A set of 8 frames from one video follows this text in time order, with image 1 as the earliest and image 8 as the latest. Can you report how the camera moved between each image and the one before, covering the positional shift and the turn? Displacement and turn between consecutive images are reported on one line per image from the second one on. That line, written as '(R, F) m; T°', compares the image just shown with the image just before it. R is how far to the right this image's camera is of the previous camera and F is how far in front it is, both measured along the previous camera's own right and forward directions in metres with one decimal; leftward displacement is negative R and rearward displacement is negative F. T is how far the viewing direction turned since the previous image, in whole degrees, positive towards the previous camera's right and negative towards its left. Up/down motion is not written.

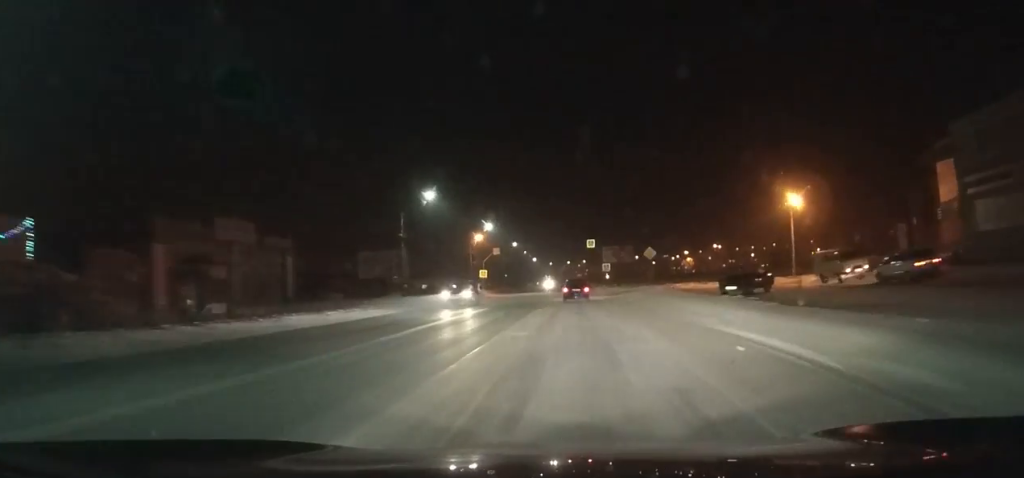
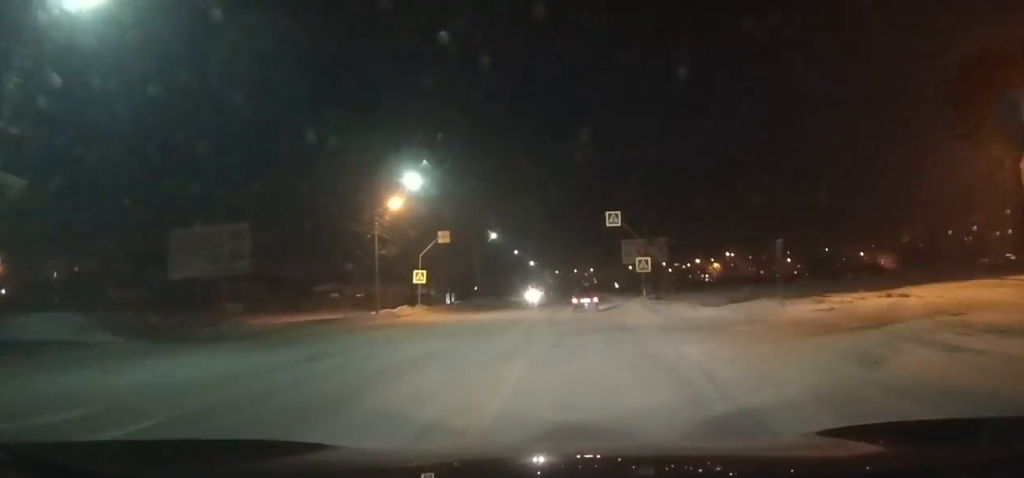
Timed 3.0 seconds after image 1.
(0.0, +34.9) m; 0°
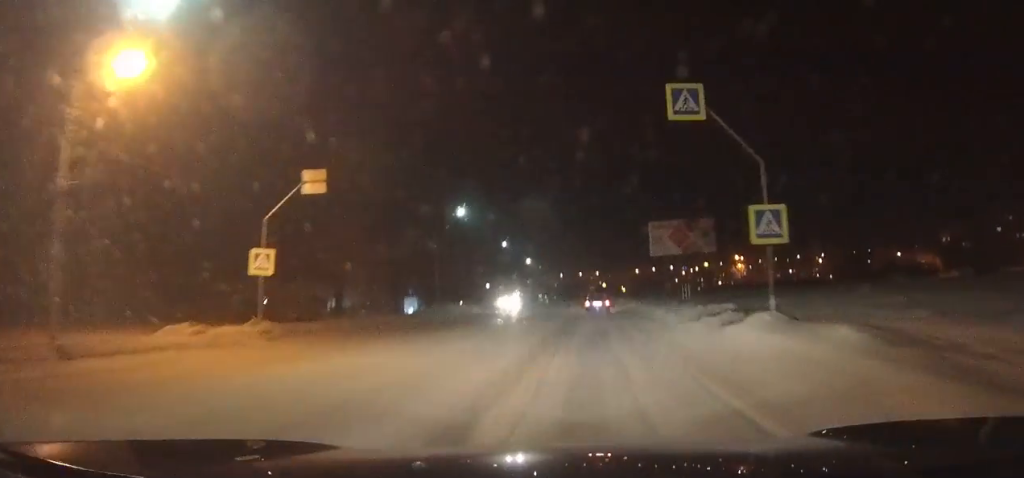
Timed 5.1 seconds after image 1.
(+0.1, +24.6) m; 0°
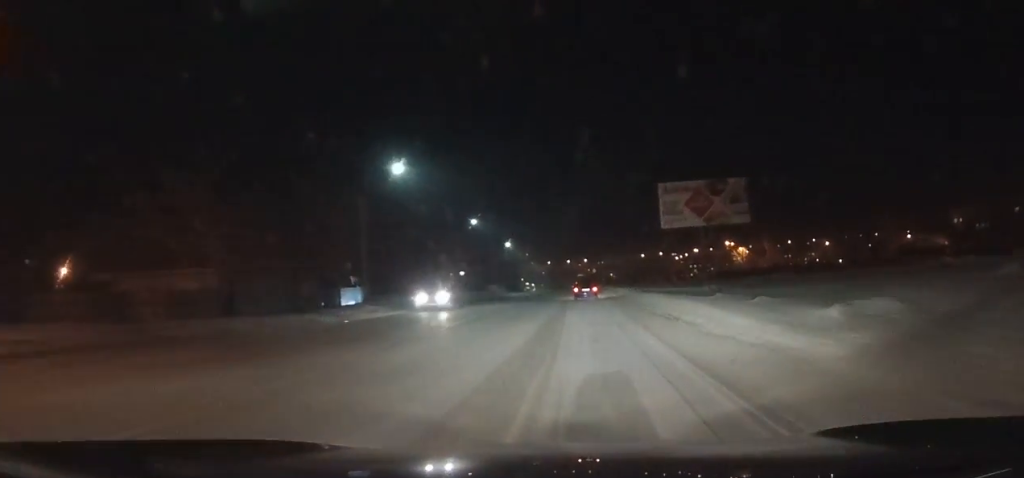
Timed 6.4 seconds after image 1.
(-0.2, +15.3) m; 0°
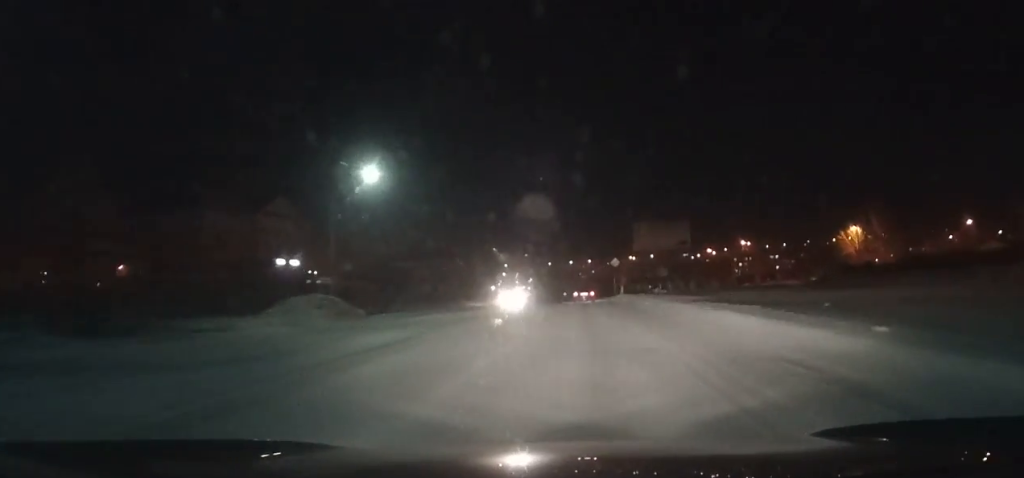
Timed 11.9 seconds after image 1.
(+1.2, +67.4) m; +2°
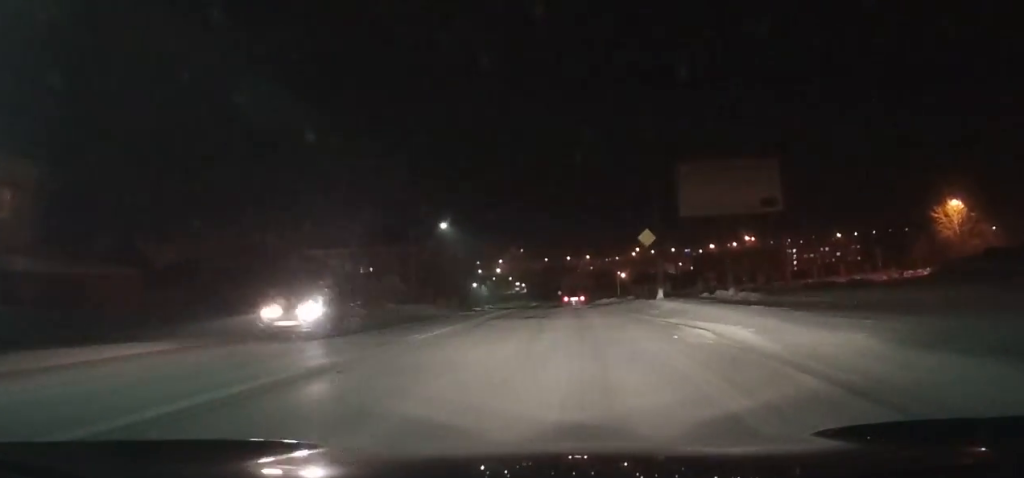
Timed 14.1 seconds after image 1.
(0.0, +28.0) m; 0°
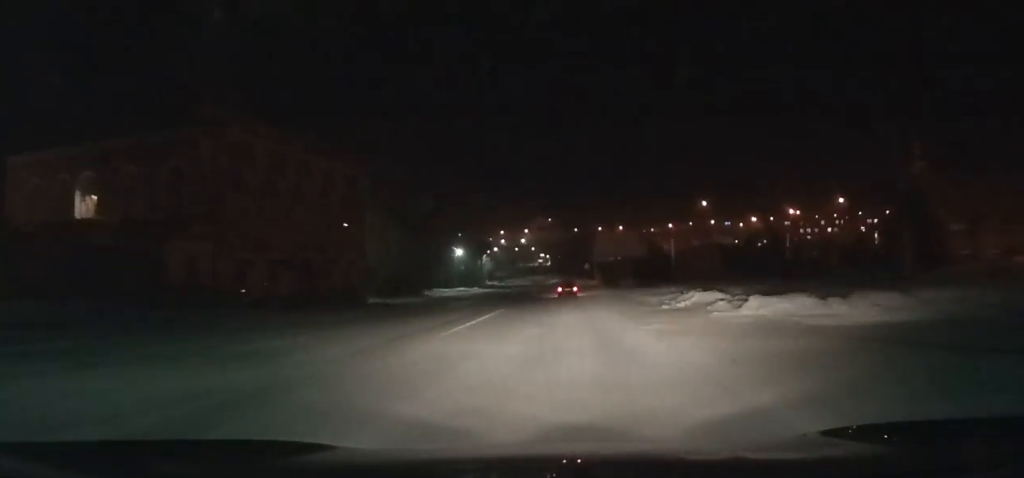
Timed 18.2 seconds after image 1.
(-1.1, +53.4) m; -3°
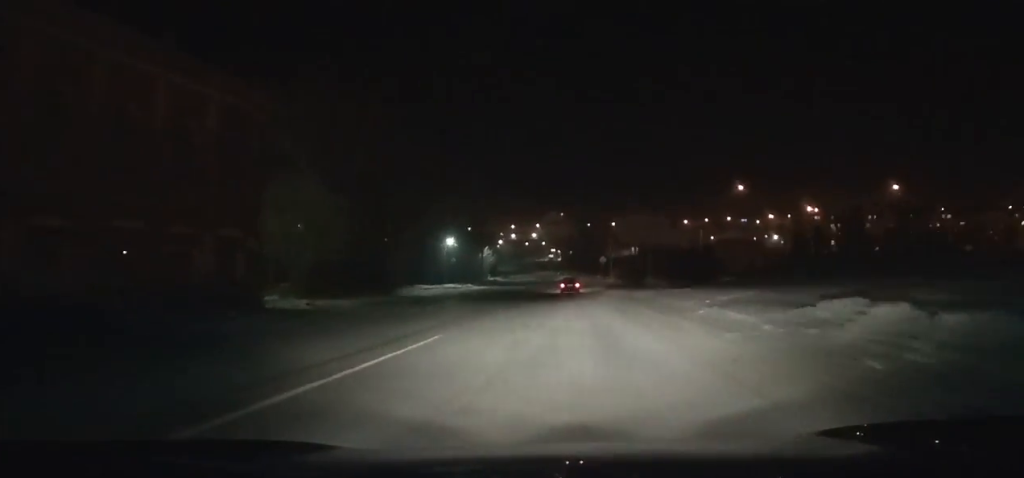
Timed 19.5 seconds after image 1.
(-0.2, +17.3) m; -1°
